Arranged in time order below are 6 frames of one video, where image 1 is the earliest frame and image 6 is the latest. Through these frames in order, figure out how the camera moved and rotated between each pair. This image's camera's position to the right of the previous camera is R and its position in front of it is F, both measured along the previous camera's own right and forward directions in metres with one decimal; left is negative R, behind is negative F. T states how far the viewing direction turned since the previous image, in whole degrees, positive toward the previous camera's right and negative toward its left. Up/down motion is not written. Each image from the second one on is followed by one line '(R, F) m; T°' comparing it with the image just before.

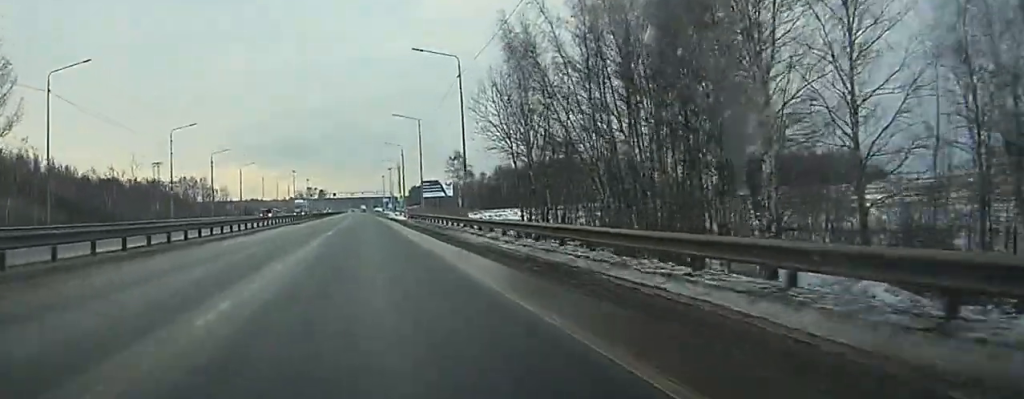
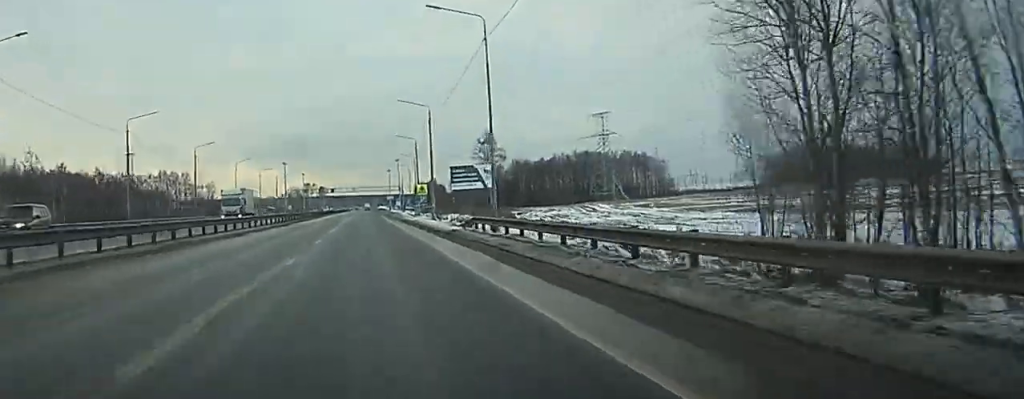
(+2.7, +52.3) m; +1°
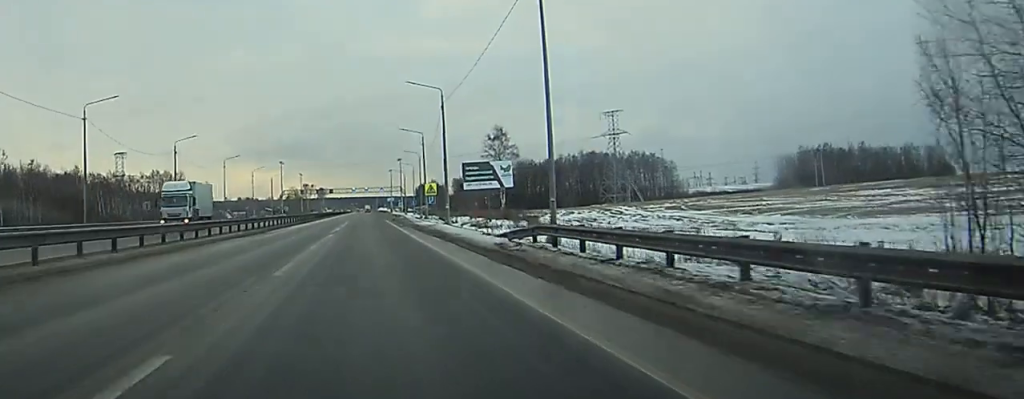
(-0.4, +13.9) m; -1°
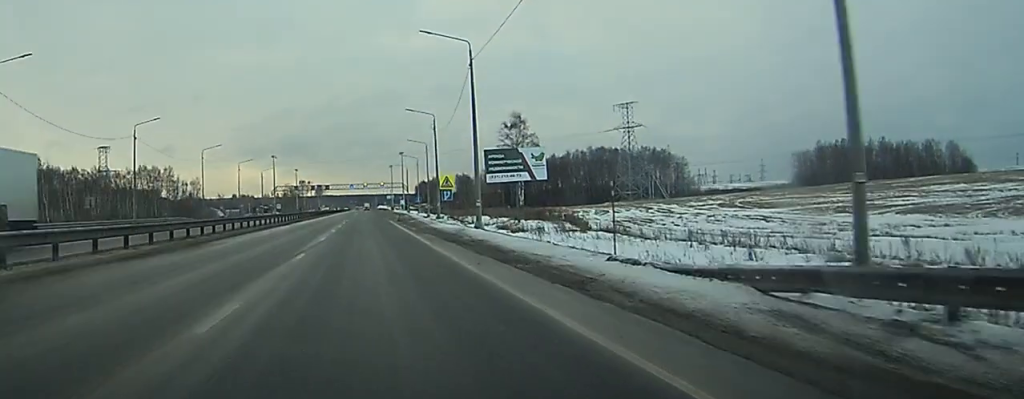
(0.0, +19.8) m; 0°
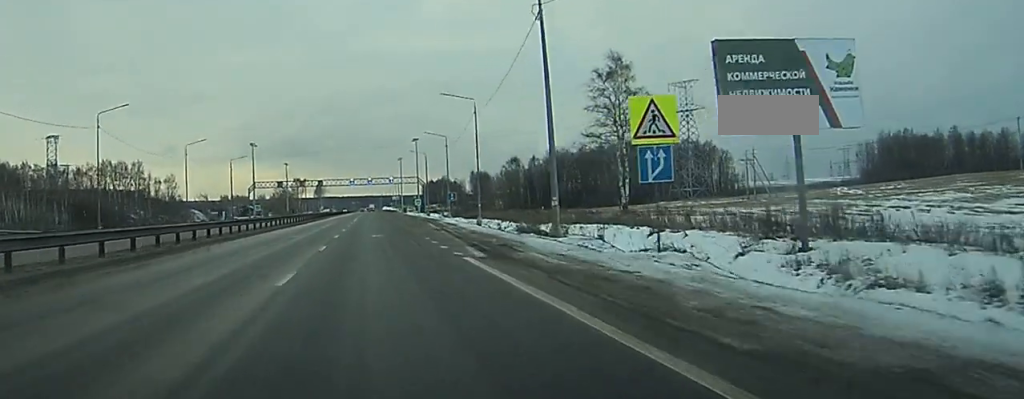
(+0.3, +54.7) m; 0°
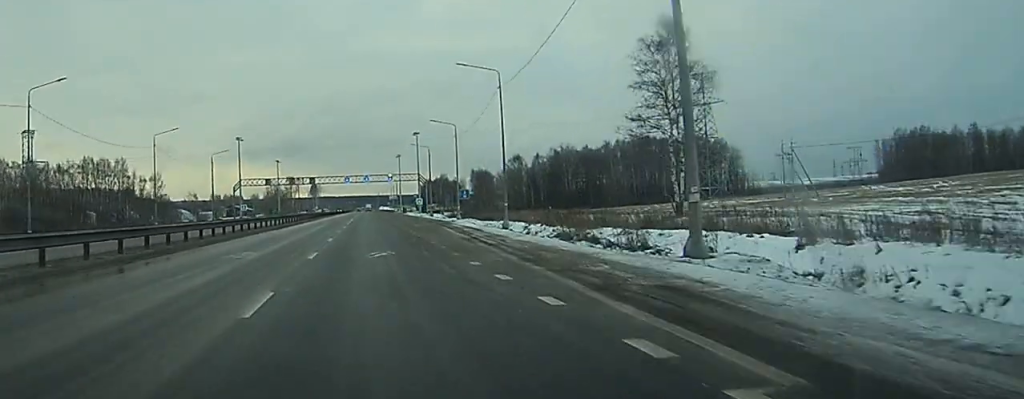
(-0.1, +16.2) m; 0°
